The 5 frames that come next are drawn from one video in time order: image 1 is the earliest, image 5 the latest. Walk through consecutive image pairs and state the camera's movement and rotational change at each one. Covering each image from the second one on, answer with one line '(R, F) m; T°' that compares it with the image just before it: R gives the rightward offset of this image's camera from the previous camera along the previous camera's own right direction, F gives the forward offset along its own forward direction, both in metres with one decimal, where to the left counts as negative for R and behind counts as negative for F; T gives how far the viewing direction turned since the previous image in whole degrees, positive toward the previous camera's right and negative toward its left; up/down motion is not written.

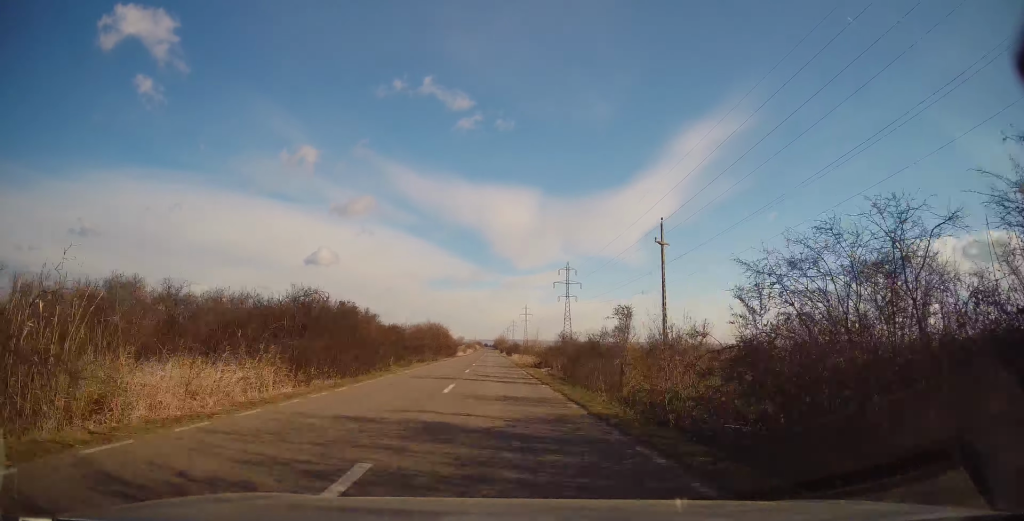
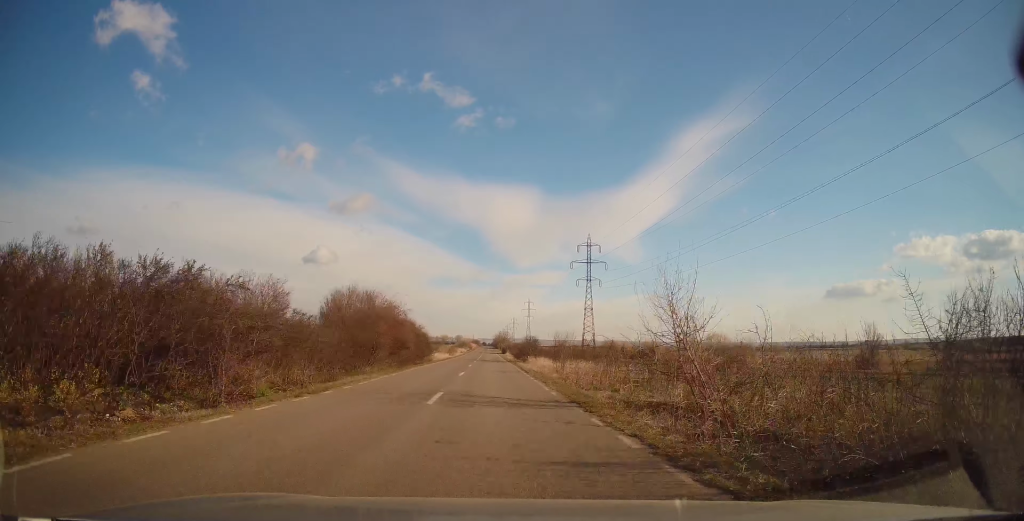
(+0.3, +38.8) m; +1°
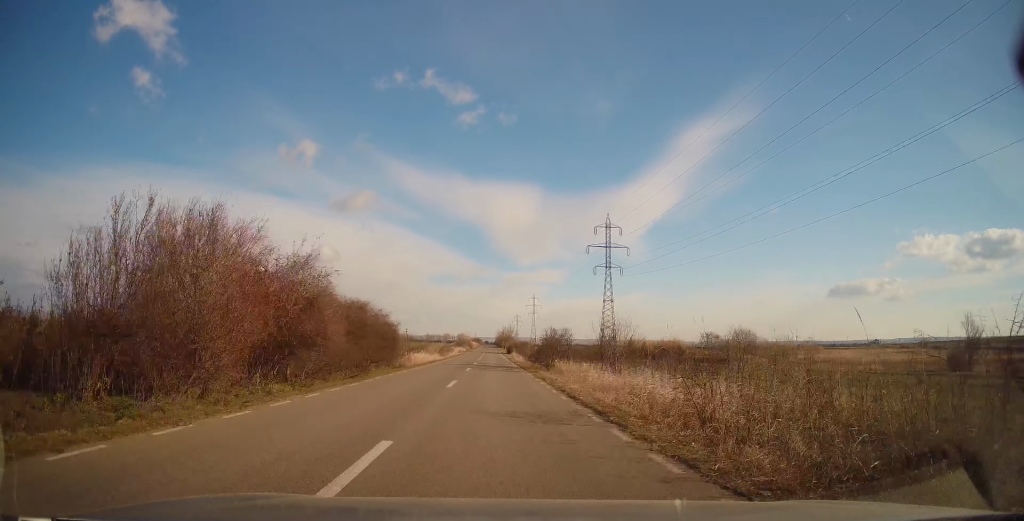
(+0.5, +19.2) m; -1°
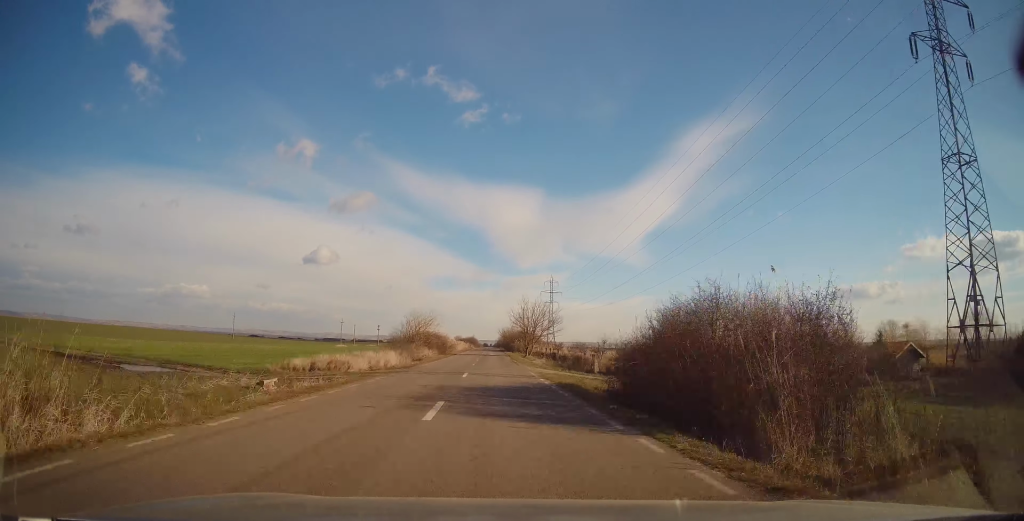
(-0.9, +90.6) m; 0°
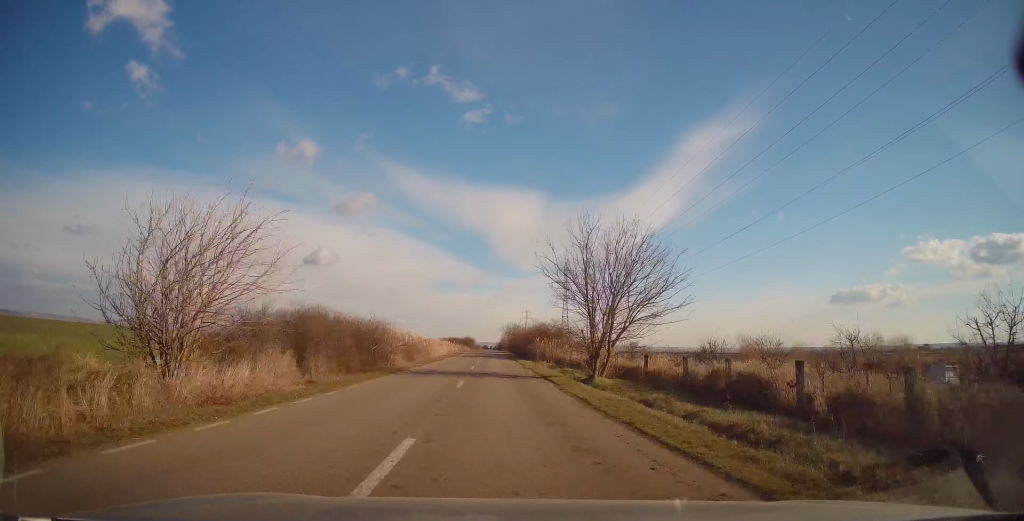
(+0.4, +41.2) m; 0°
